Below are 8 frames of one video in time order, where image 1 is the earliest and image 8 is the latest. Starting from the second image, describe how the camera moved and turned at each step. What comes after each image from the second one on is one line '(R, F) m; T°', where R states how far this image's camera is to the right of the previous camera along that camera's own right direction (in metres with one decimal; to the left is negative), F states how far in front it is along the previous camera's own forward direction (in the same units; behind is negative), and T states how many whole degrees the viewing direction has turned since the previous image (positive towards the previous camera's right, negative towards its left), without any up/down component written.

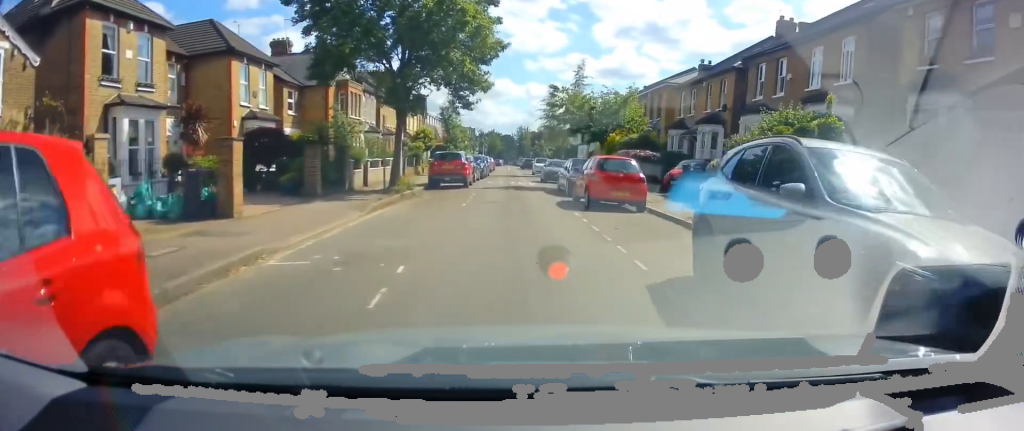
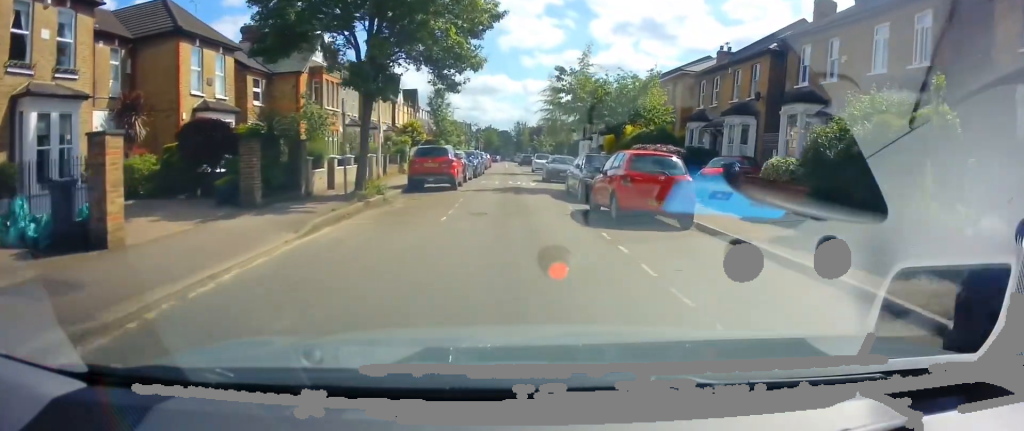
(0.0, +4.3) m; 0°
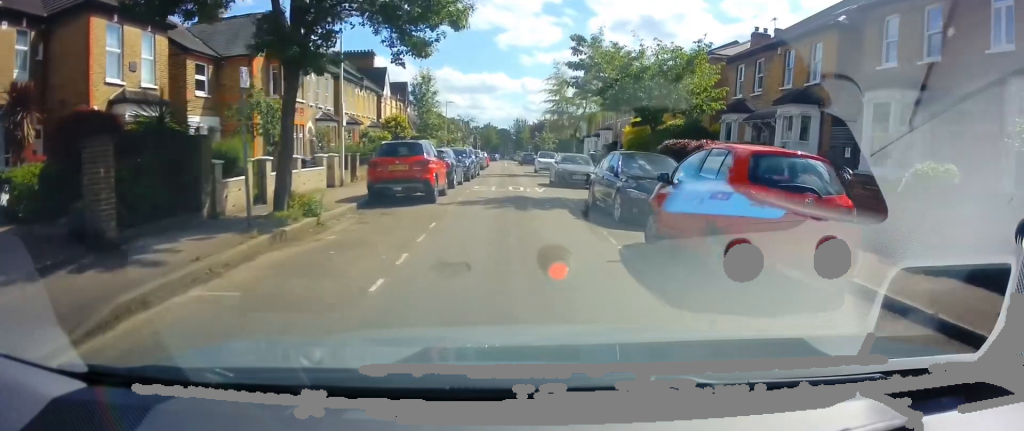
(0.0, +5.7) m; 0°
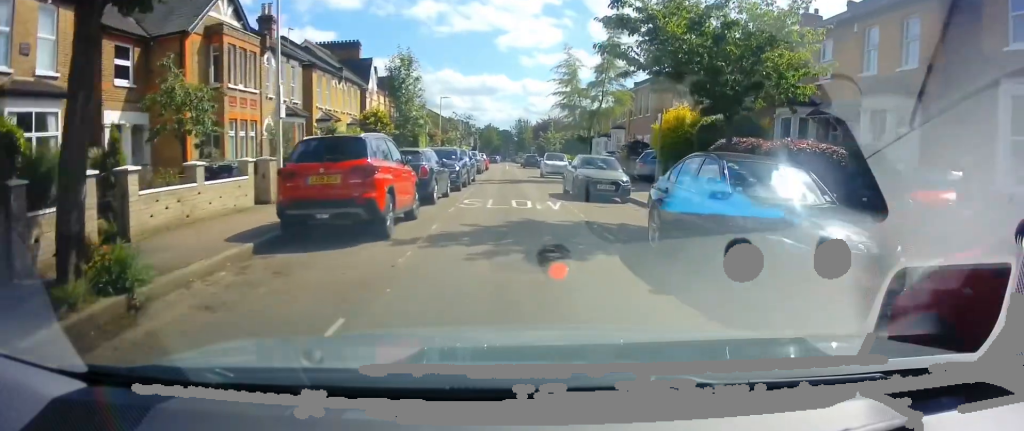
(0.0, +6.0) m; 0°
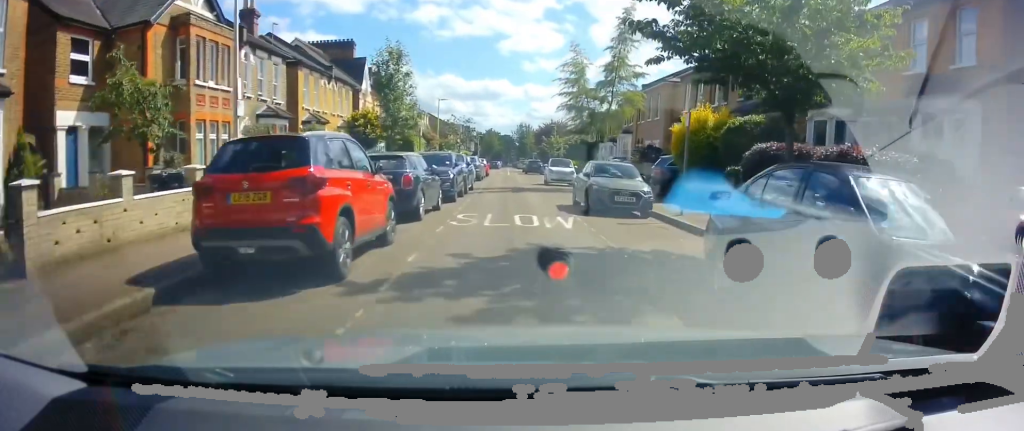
(0.0, +2.7) m; 0°
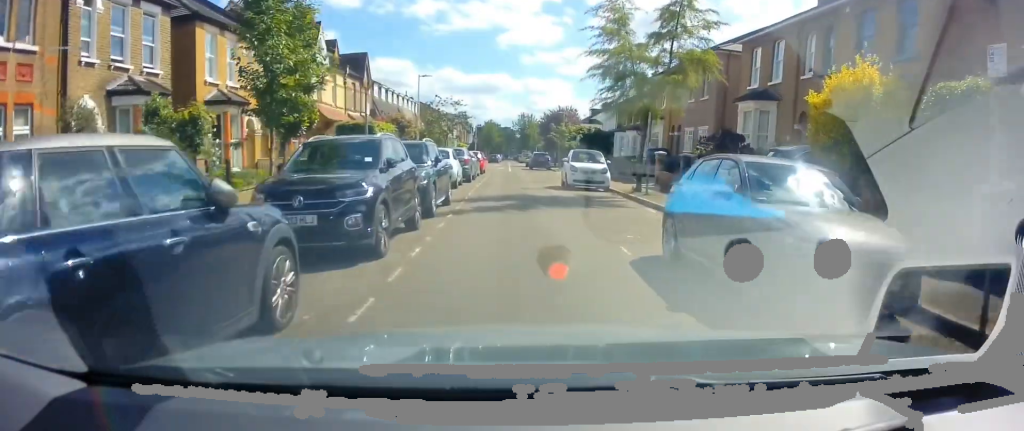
(+0.1, +11.0) m; 0°
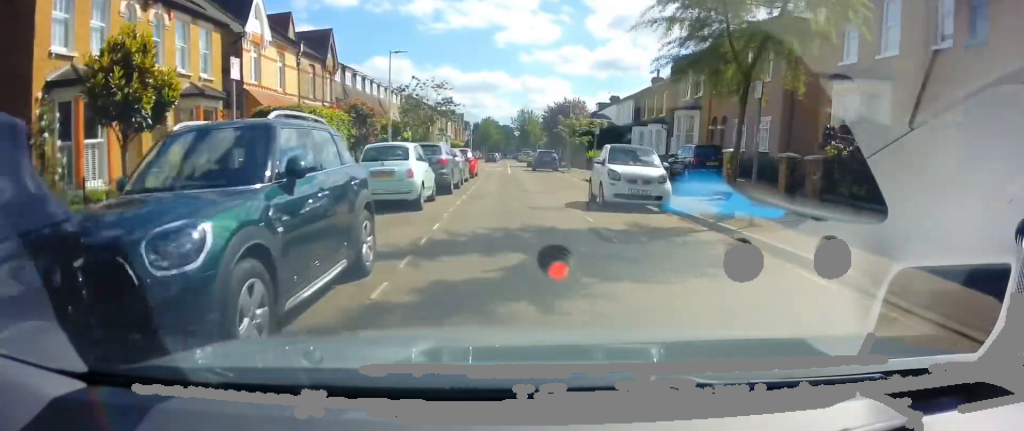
(-0.1, +9.4) m; 0°
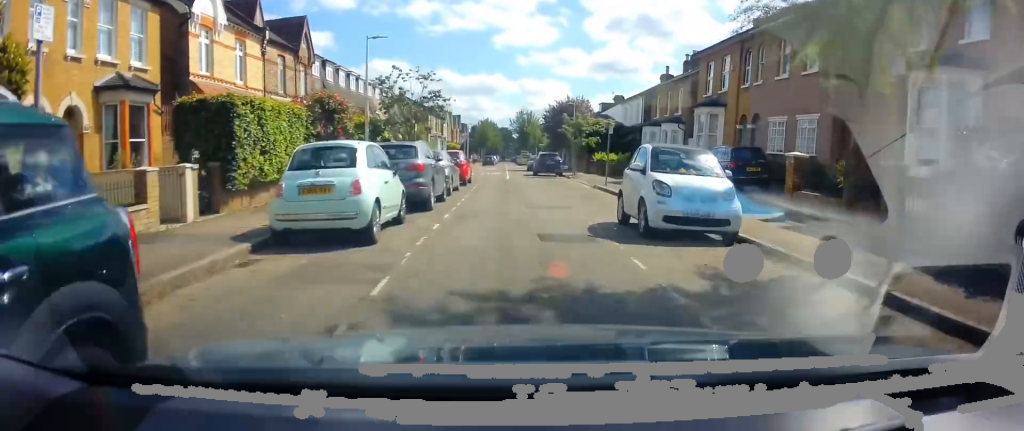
(0.0, +4.5) m; +1°
